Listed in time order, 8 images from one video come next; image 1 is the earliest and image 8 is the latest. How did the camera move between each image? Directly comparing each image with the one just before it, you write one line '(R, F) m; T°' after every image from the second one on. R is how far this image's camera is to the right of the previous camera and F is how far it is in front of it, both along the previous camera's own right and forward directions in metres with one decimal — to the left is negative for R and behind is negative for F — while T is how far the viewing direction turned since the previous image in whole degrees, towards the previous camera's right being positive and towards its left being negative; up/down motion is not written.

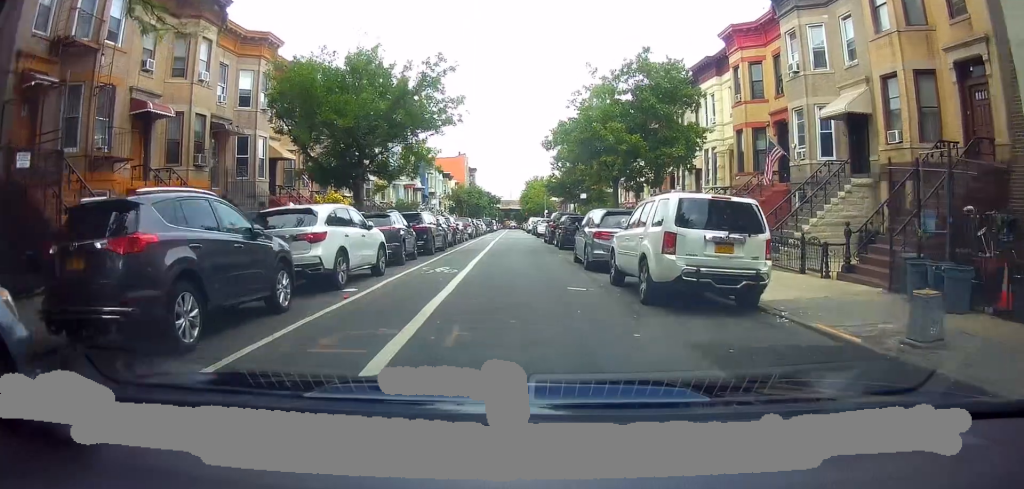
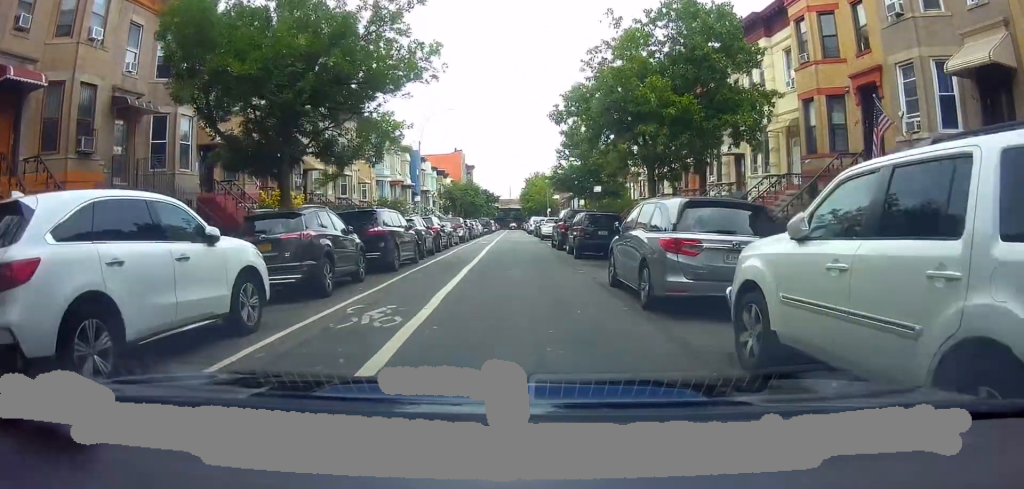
(+0.1, +7.6) m; -3°
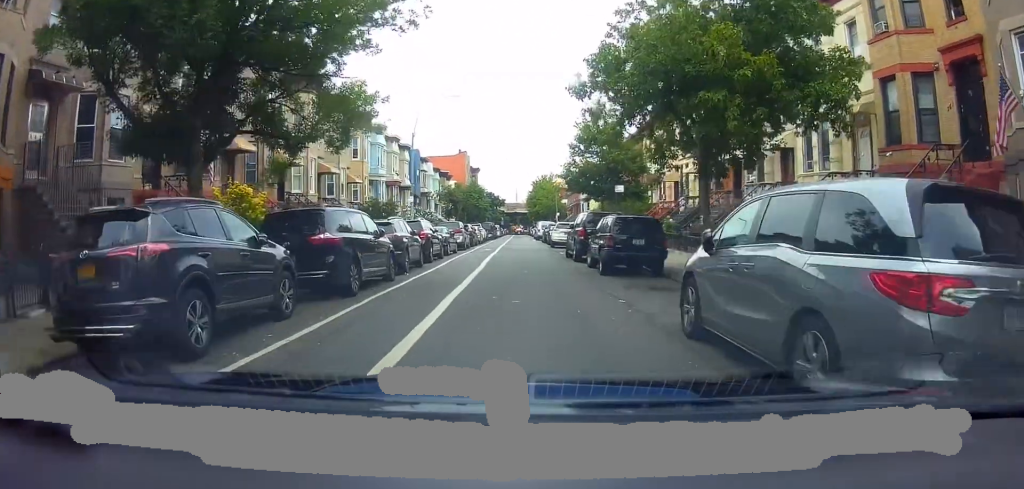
(-0.2, +4.8) m; -3°
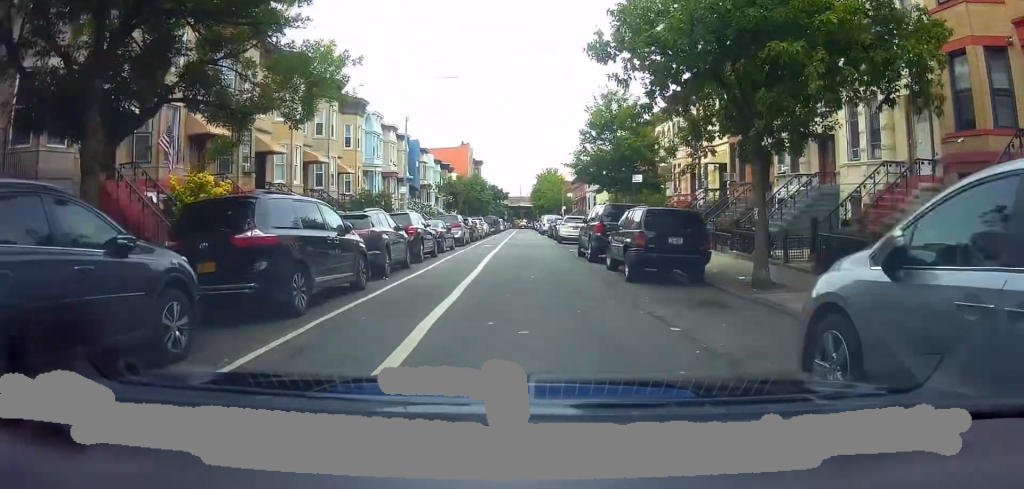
(0.0, +3.1) m; 0°
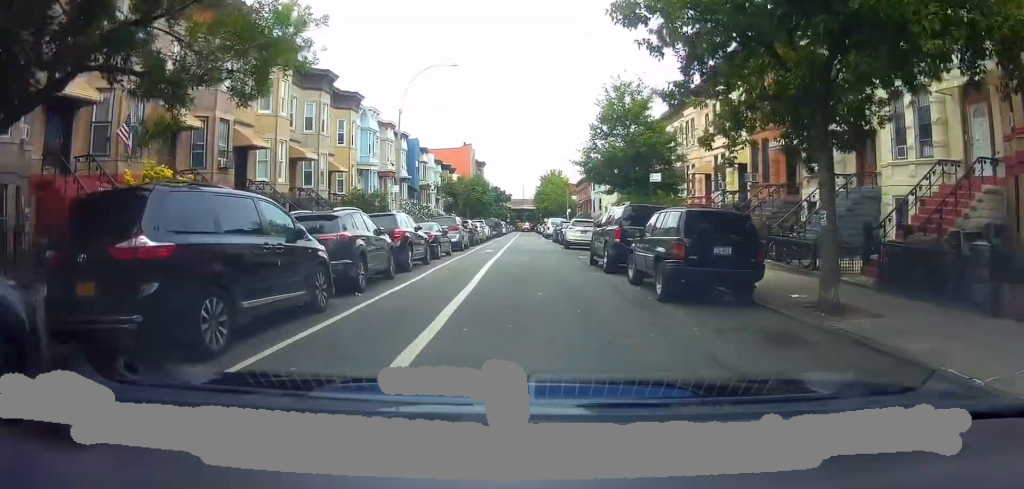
(0.0, +2.6) m; -1°
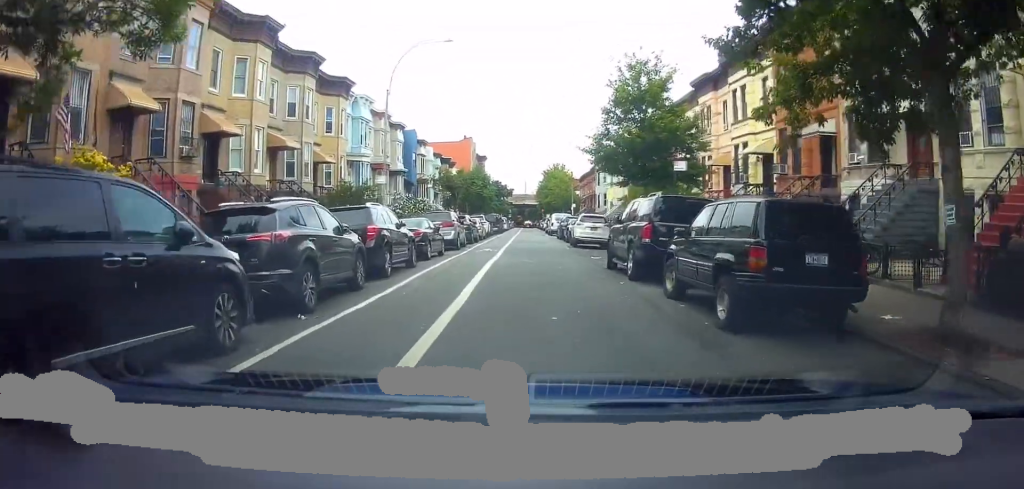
(+0.1, +3.0) m; -2°
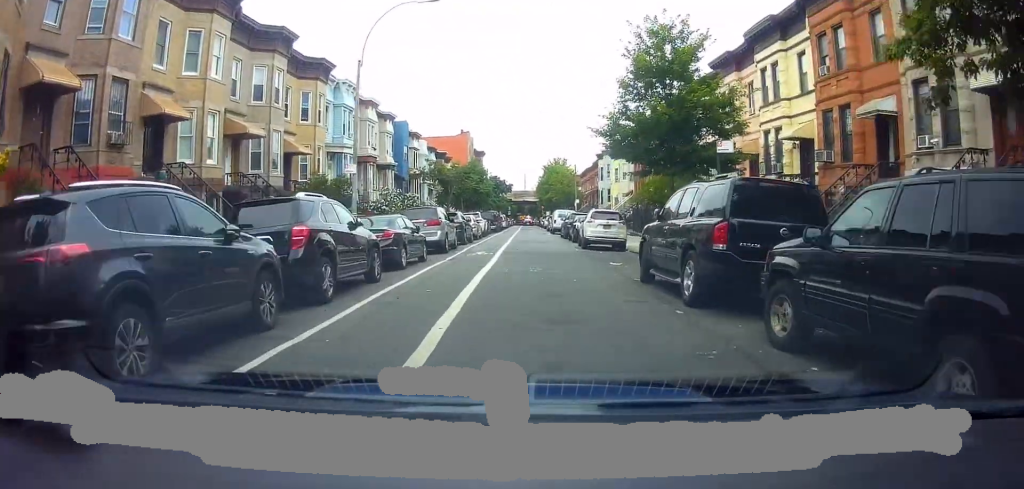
(-0.2, +4.2) m; +3°
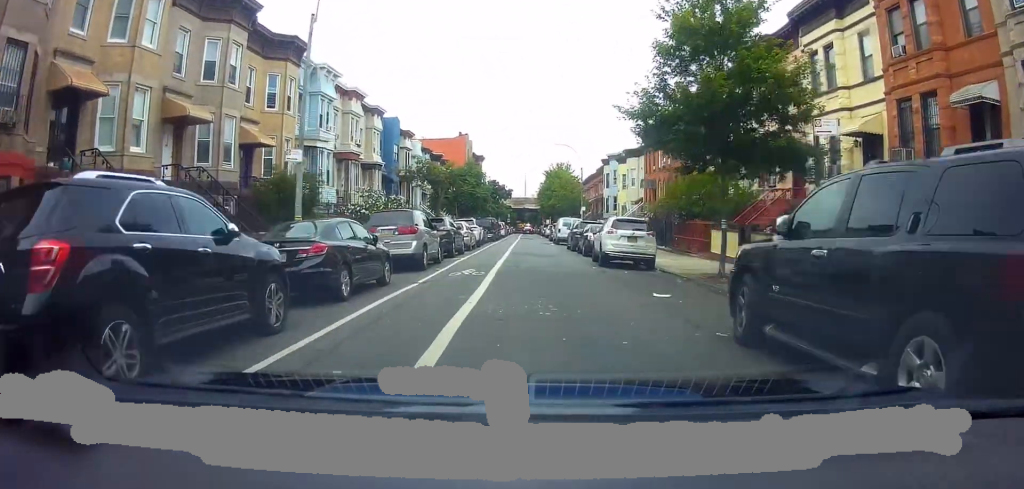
(+0.1, +5.0) m; +3°
